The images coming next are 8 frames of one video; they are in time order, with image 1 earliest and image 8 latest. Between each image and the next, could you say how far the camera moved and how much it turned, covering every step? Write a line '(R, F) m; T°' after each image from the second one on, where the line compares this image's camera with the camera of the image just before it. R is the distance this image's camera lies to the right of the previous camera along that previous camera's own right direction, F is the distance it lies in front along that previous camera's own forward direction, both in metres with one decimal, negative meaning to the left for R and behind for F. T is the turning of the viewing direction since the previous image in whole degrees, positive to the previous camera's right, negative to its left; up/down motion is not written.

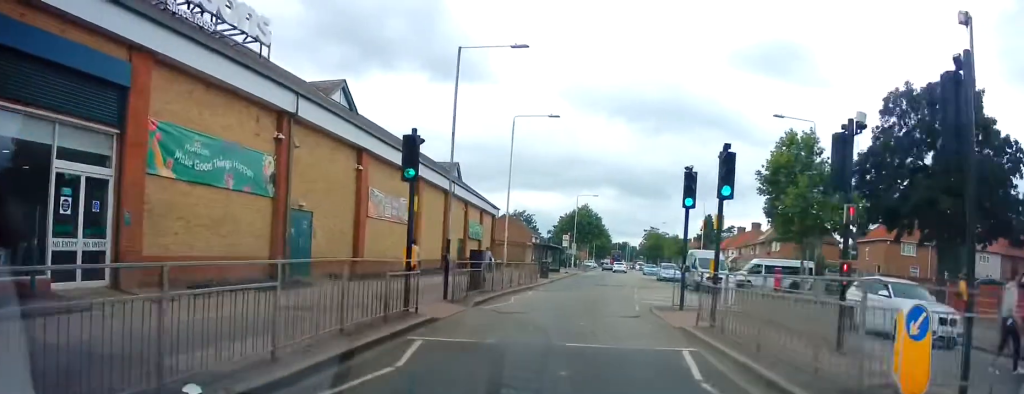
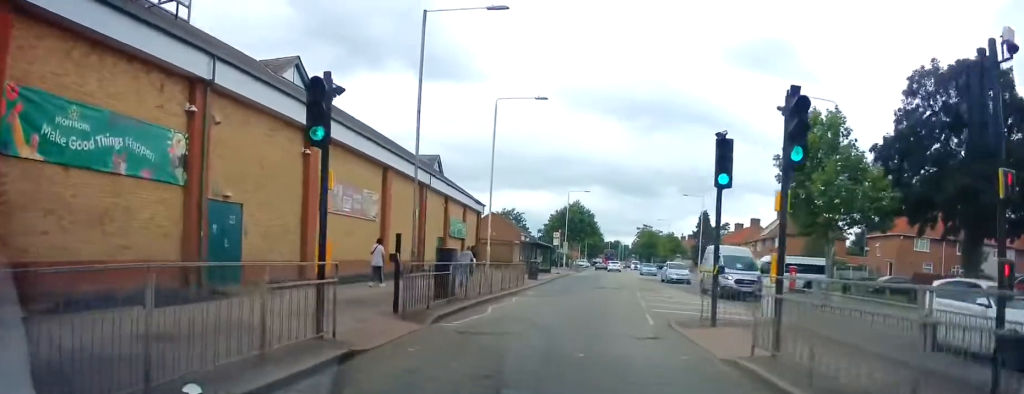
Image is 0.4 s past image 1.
(0.0, +4.0) m; 0°
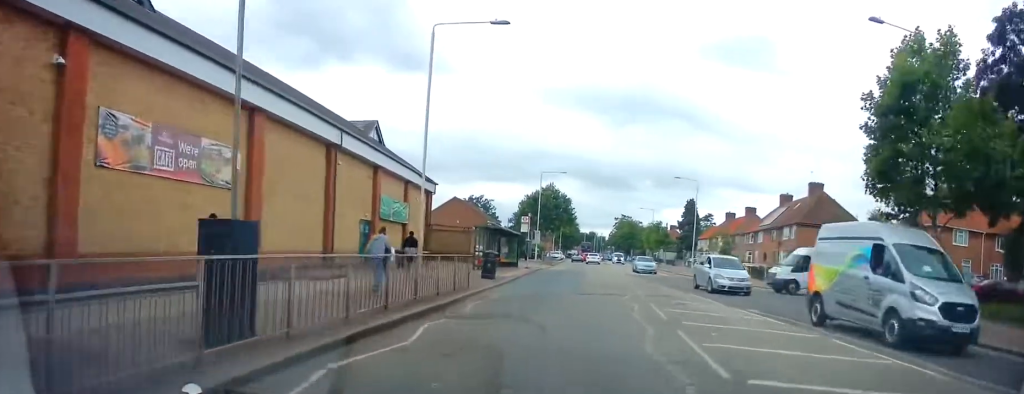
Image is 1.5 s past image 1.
(0.0, +10.3) m; +3°
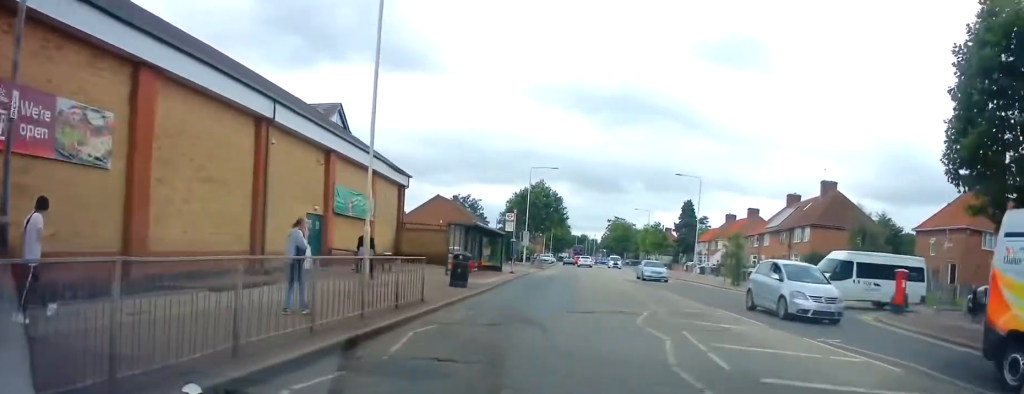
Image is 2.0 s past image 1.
(+0.3, +5.3) m; +1°
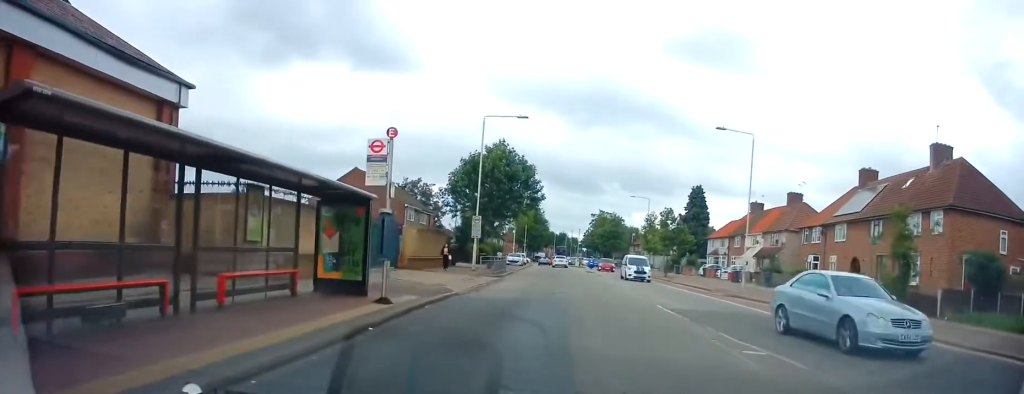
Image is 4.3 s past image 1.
(+0.2, +22.5) m; +1°
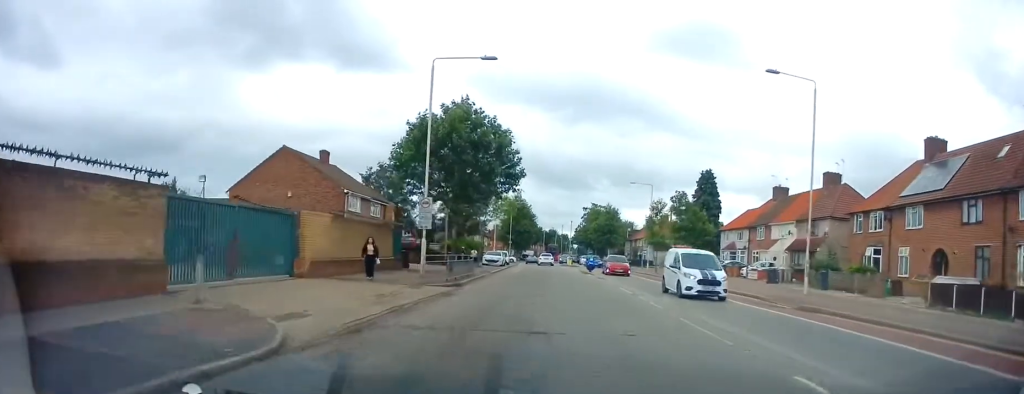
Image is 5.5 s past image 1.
(+0.2, +11.3) m; +2°
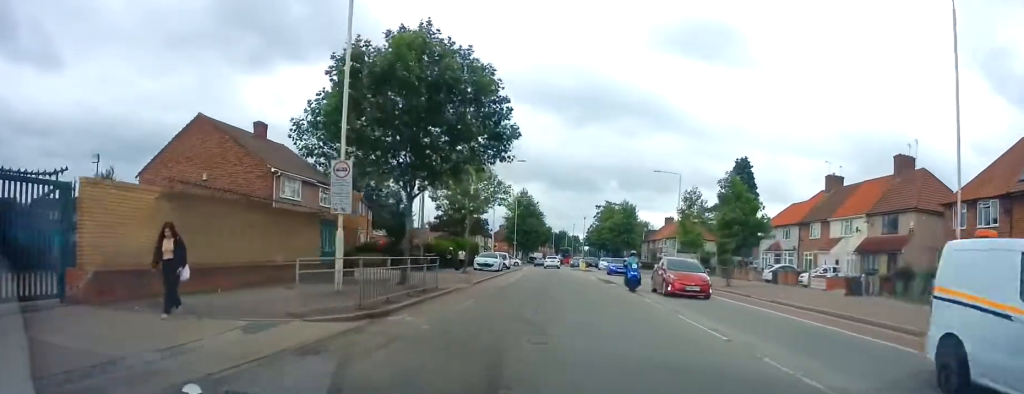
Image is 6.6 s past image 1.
(+0.1, +11.0) m; -2°
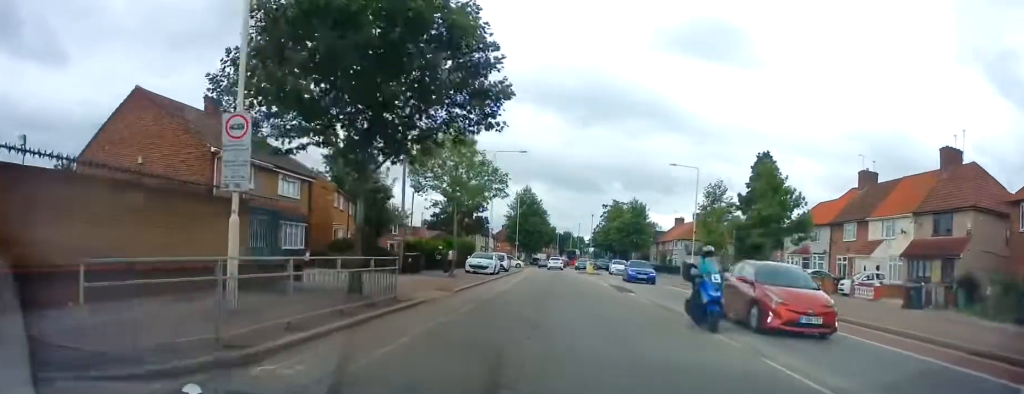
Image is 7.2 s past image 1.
(-0.2, +5.6) m; 0°
